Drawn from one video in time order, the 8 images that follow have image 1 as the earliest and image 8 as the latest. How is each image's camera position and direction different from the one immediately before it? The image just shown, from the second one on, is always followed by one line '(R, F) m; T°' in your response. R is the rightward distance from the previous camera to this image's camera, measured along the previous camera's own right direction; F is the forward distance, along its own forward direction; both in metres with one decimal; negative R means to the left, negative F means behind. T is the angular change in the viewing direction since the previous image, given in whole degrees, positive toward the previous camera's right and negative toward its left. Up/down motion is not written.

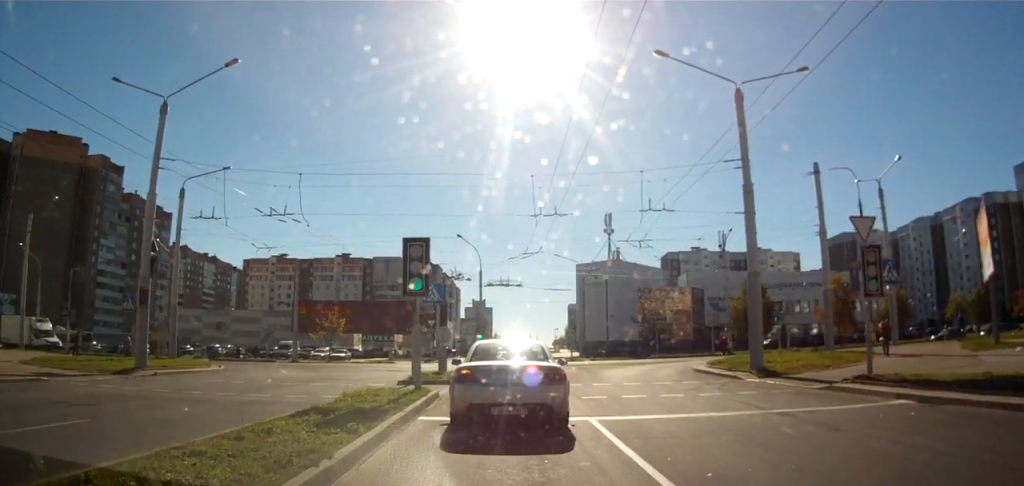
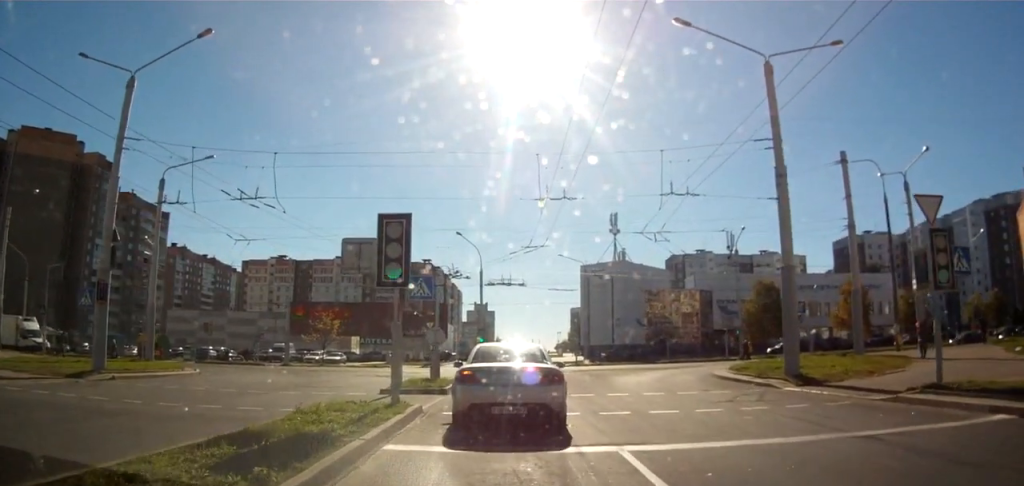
(+0.1, +4.2) m; +1°
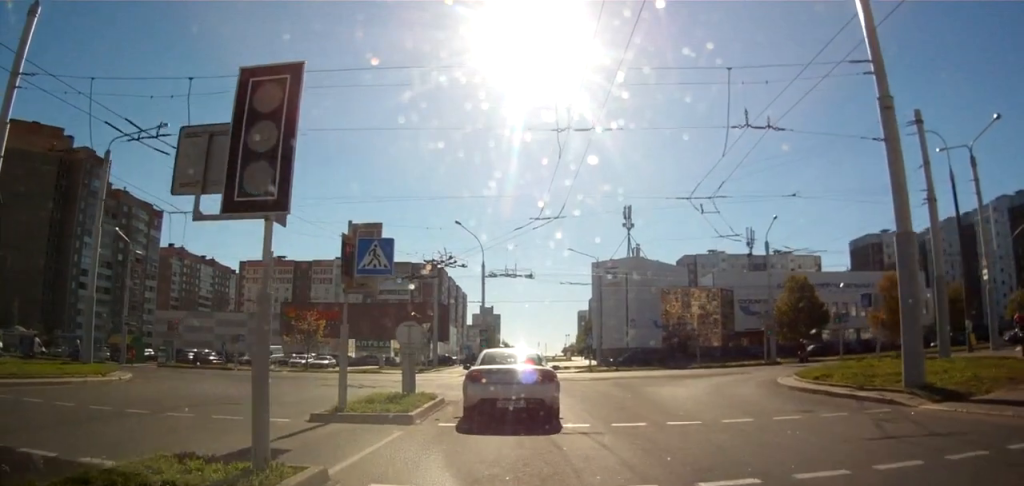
(0.0, +7.1) m; 0°
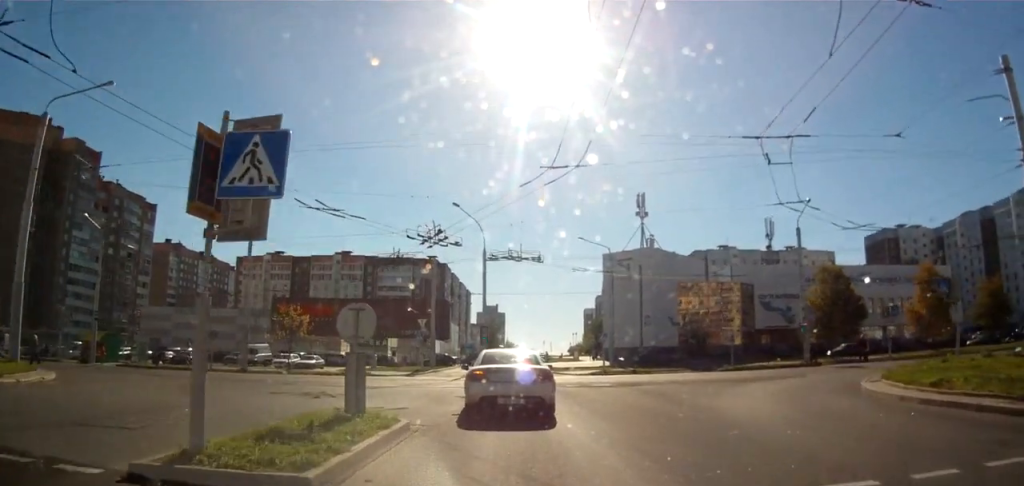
(0.0, +5.3) m; -1°
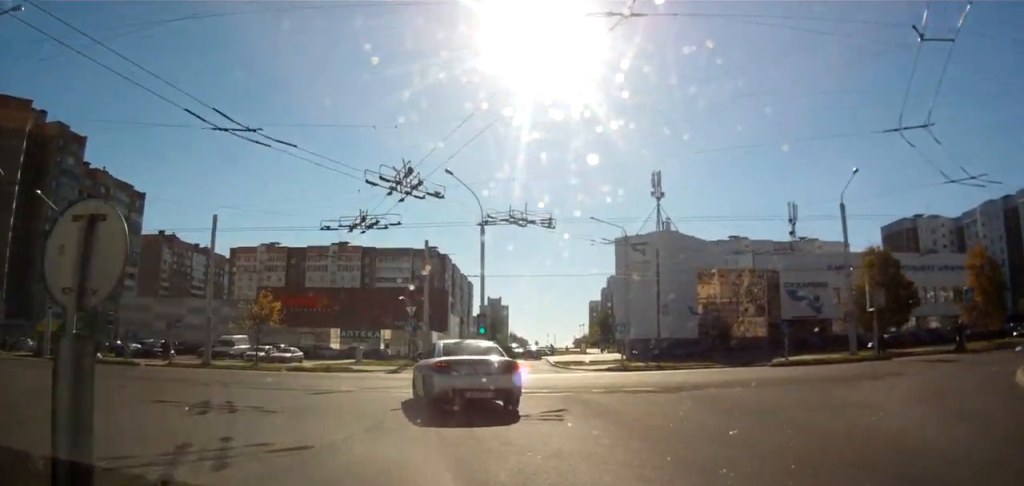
(0.0, +6.2) m; 0°
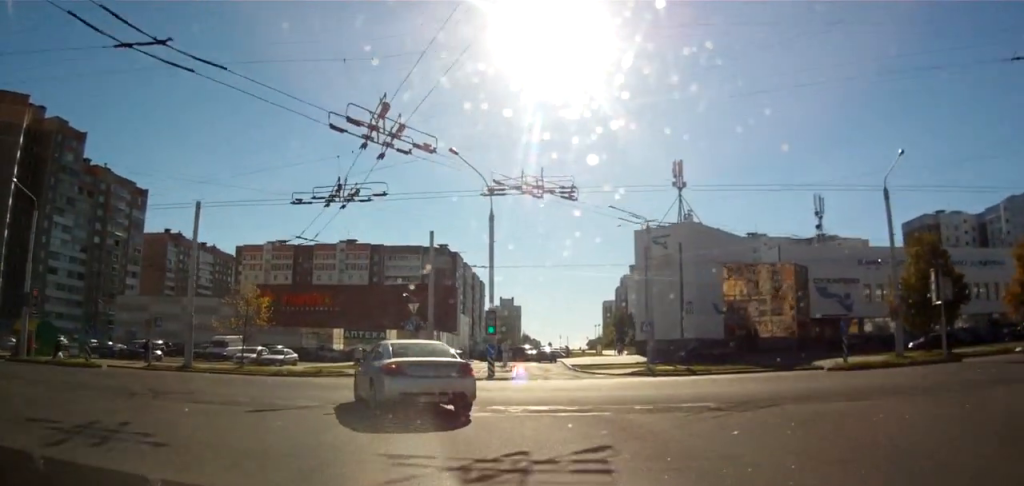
(+0.1, +4.1) m; -1°
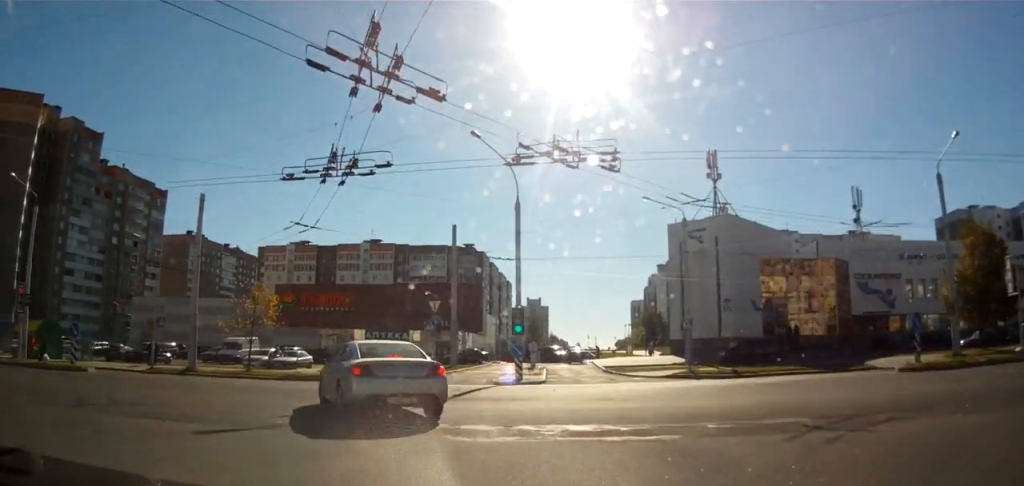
(-0.1, +2.9) m; -2°
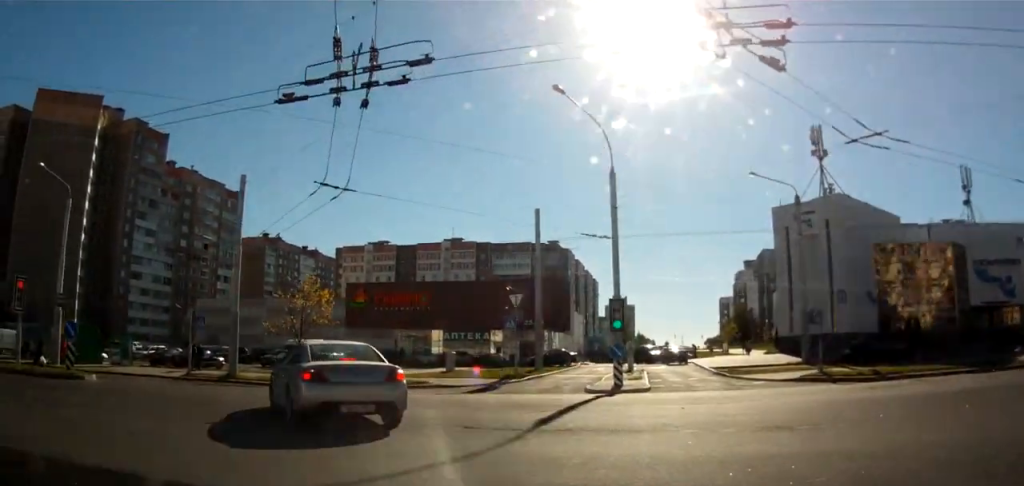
(-0.3, +6.3) m; -6°
